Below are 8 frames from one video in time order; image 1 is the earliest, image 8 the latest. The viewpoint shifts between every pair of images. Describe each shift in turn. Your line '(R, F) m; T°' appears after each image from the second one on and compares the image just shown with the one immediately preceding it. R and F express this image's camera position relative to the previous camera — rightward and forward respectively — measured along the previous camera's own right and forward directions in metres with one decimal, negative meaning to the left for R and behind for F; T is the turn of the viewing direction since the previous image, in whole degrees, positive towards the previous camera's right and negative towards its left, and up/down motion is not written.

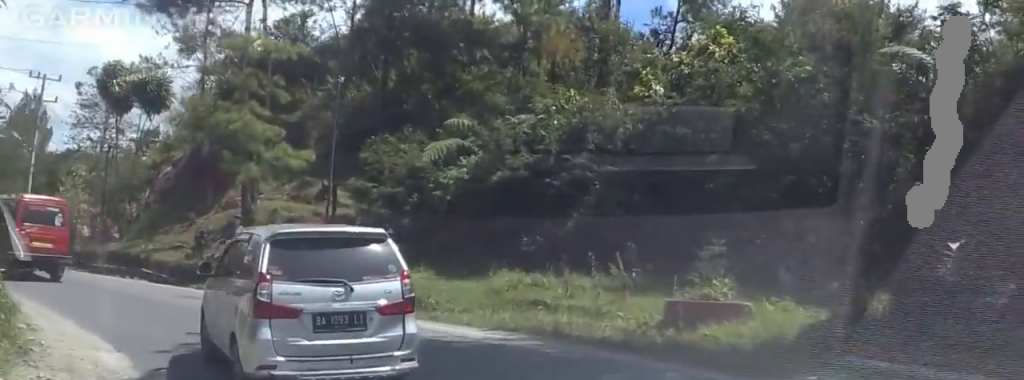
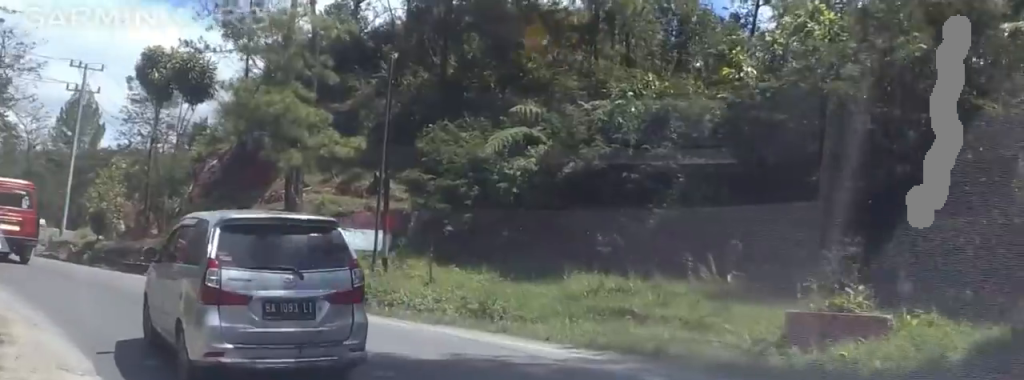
(-0.6, +3.2) m; -2°
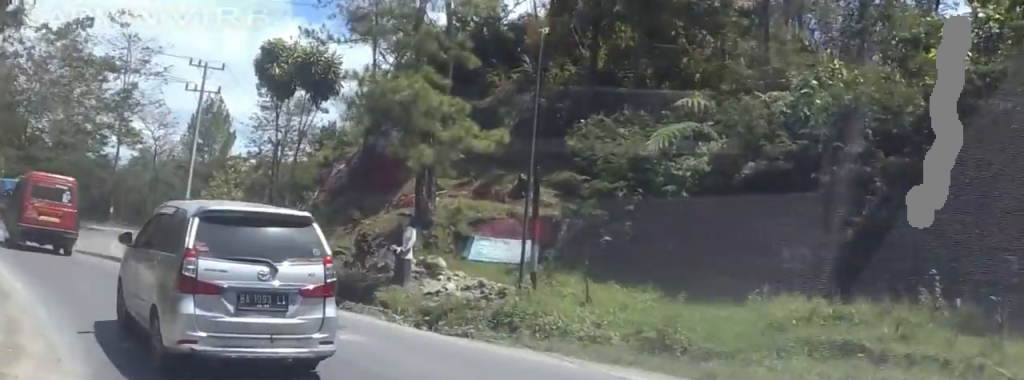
(+0.3, +4.2) m; -10°
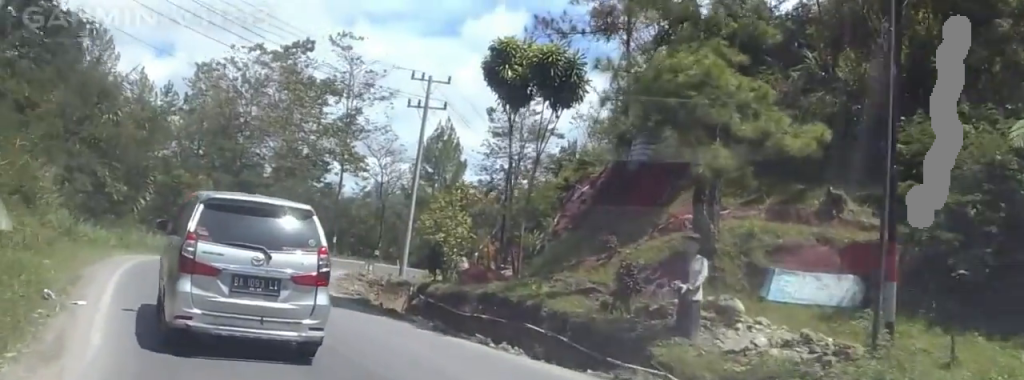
(-0.6, +5.8) m; -18°
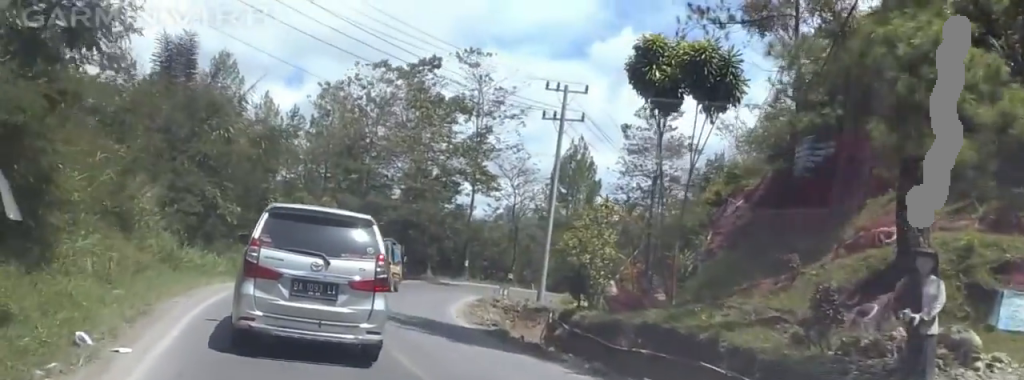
(-1.2, +3.3) m; -9°
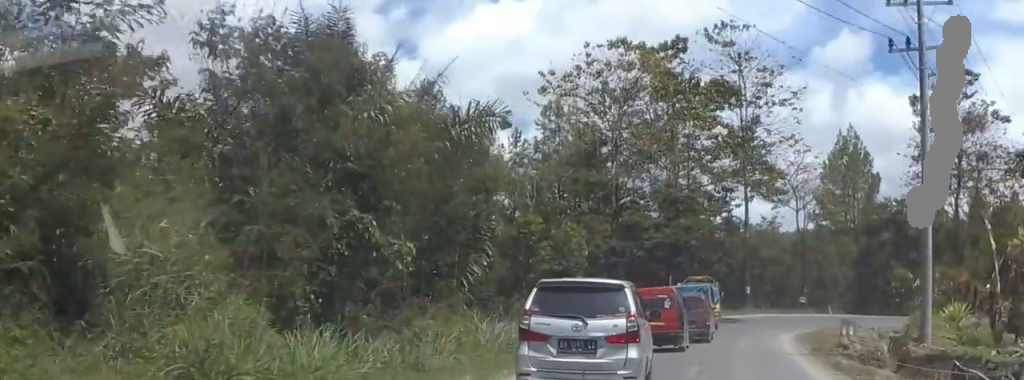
(-1.1, +15.8) m; -11°
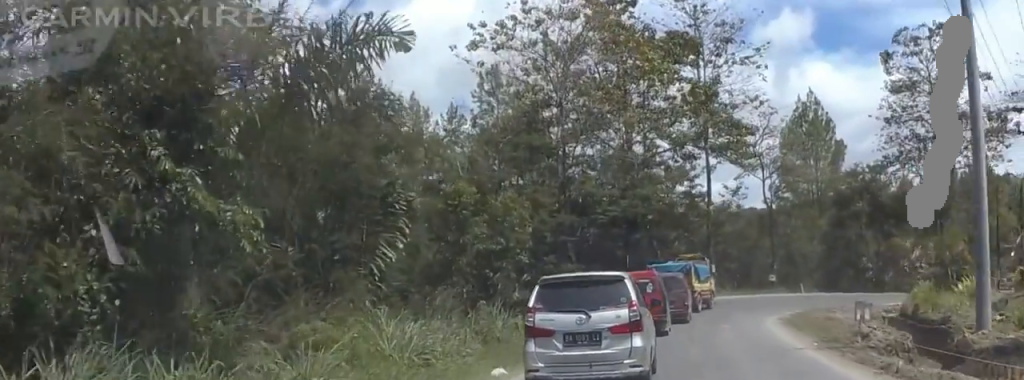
(+0.1, +6.3) m; +8°
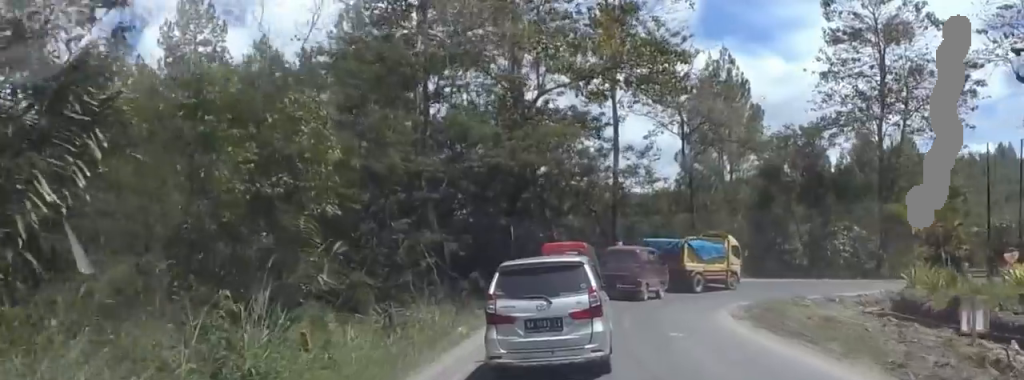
(+1.6, +12.0) m; +9°
